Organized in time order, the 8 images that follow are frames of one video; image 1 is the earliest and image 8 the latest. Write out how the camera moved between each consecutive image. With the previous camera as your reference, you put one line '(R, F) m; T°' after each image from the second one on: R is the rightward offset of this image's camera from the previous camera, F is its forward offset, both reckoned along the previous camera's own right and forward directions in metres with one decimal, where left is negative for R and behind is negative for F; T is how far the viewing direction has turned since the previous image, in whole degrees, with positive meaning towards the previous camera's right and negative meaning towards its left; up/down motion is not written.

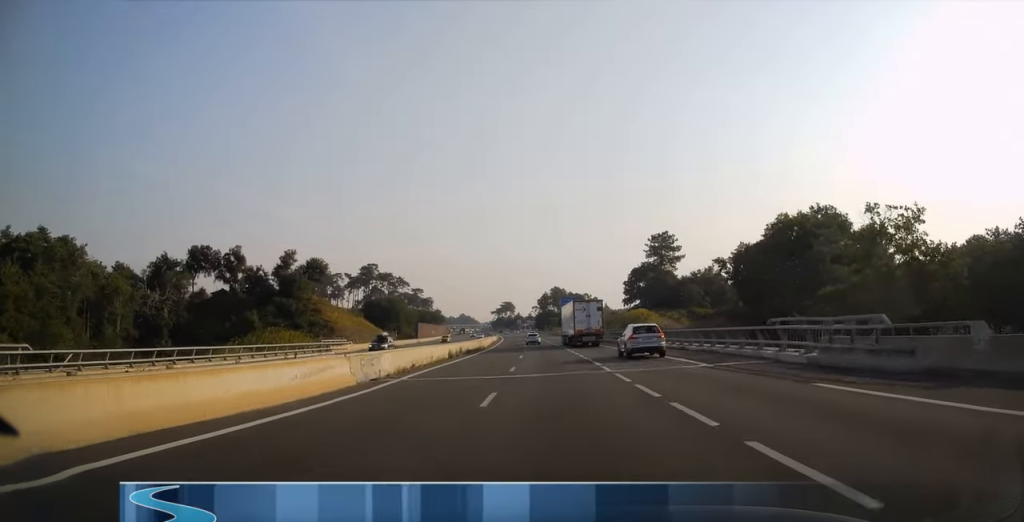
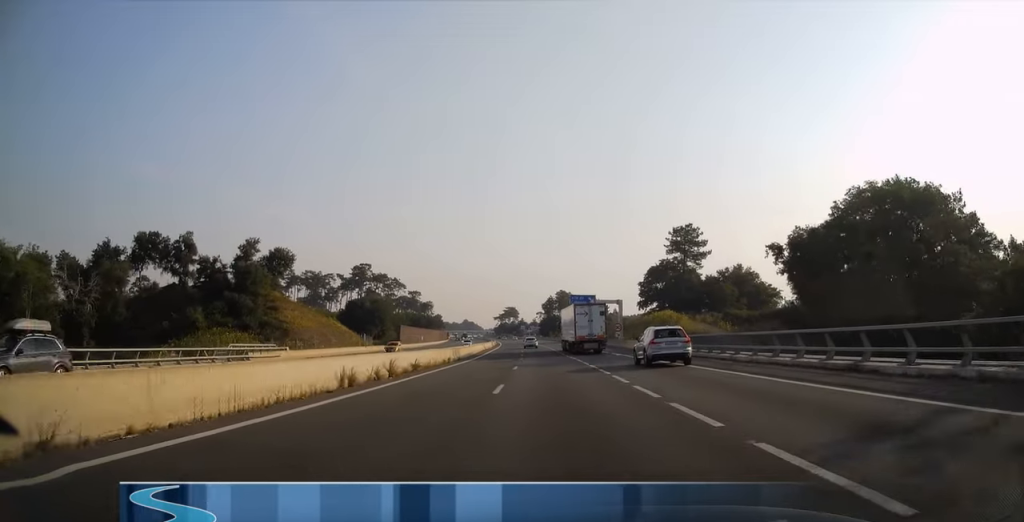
(0.0, +21.5) m; 0°
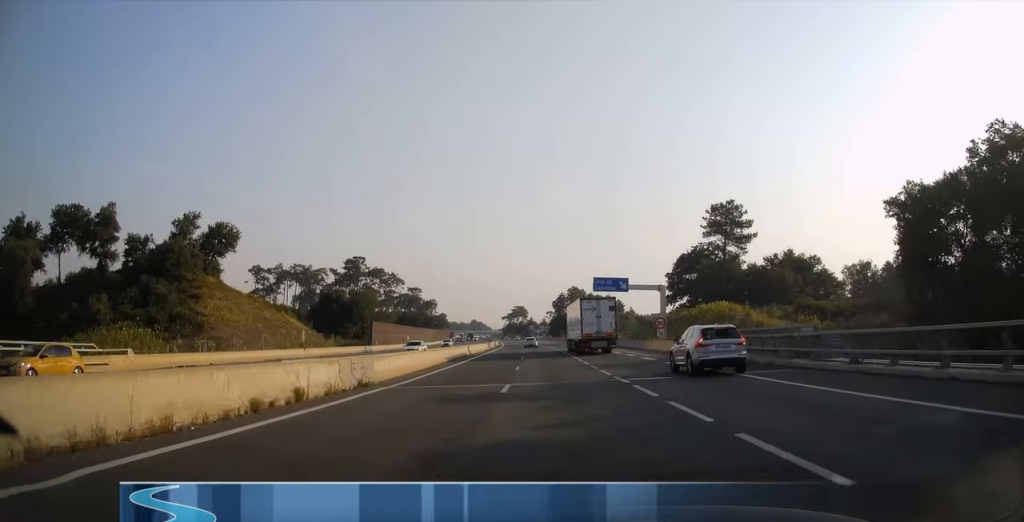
(0.0, +25.7) m; 0°
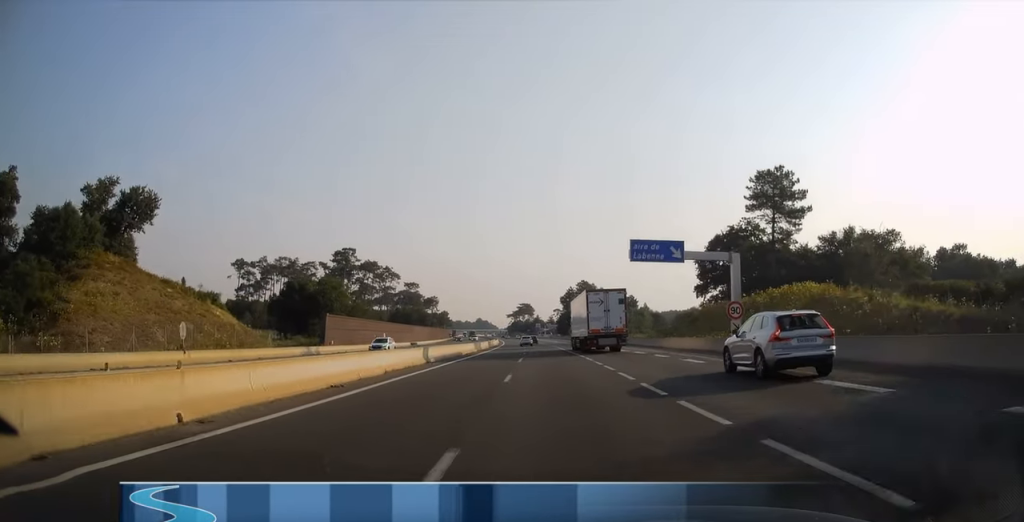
(0.0, +23.1) m; 0°
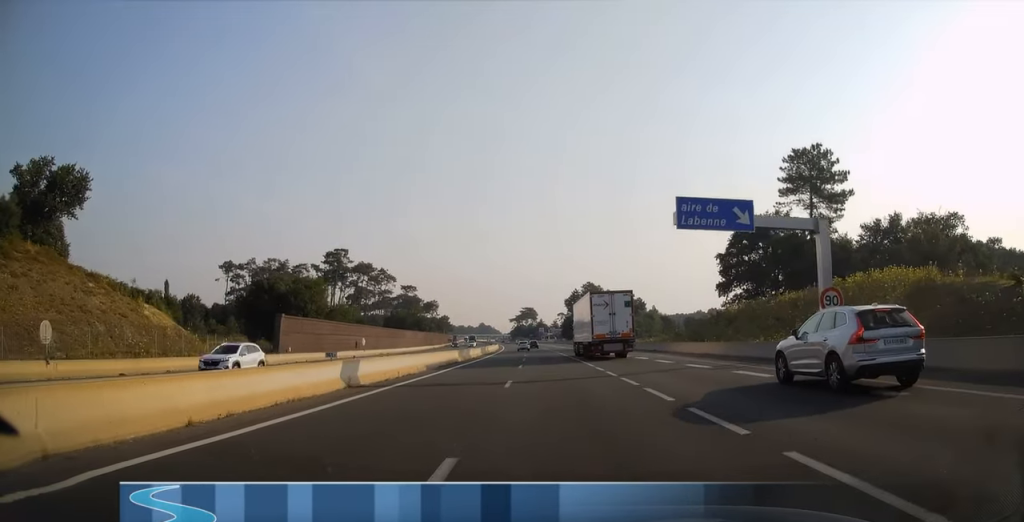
(0.0, +13.7) m; 0°
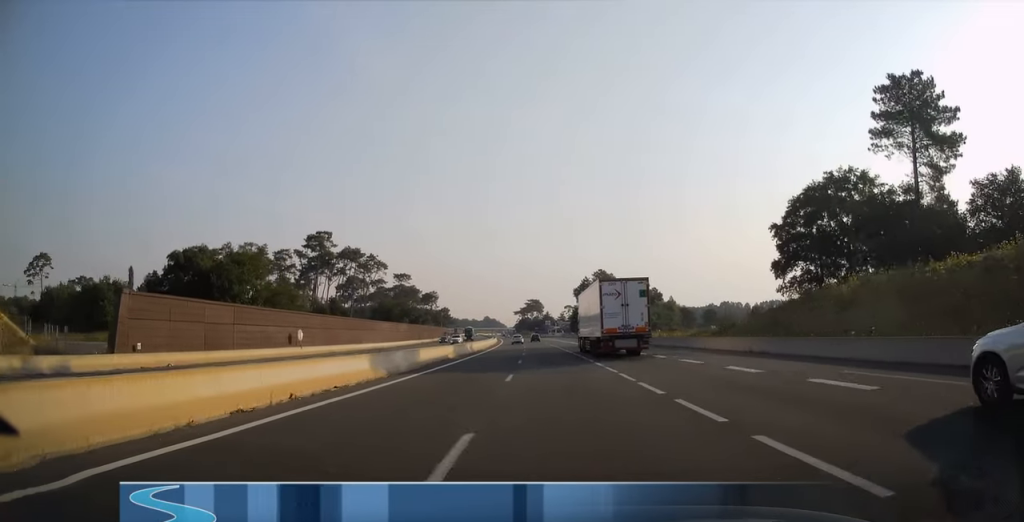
(0.0, +25.2) m; -1°
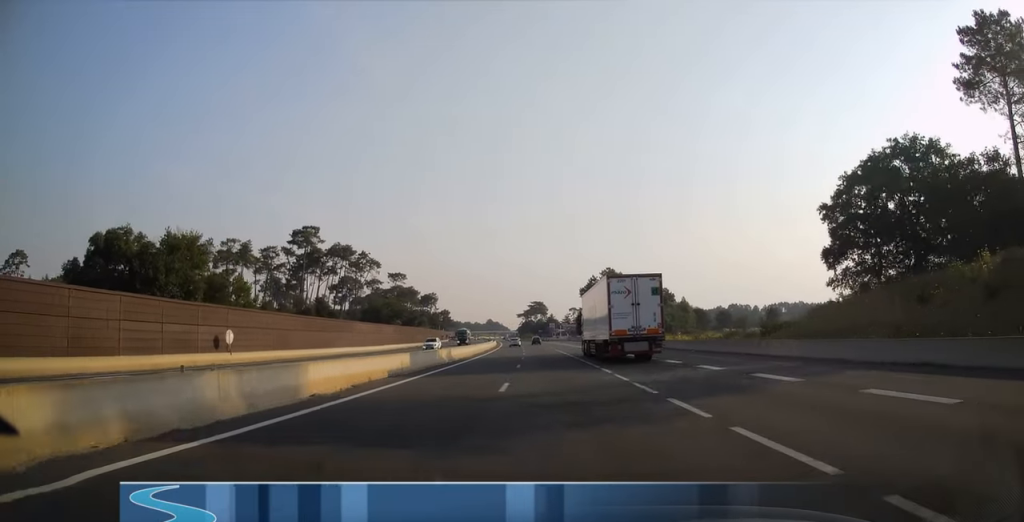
(+0.2, +15.8) m; -1°
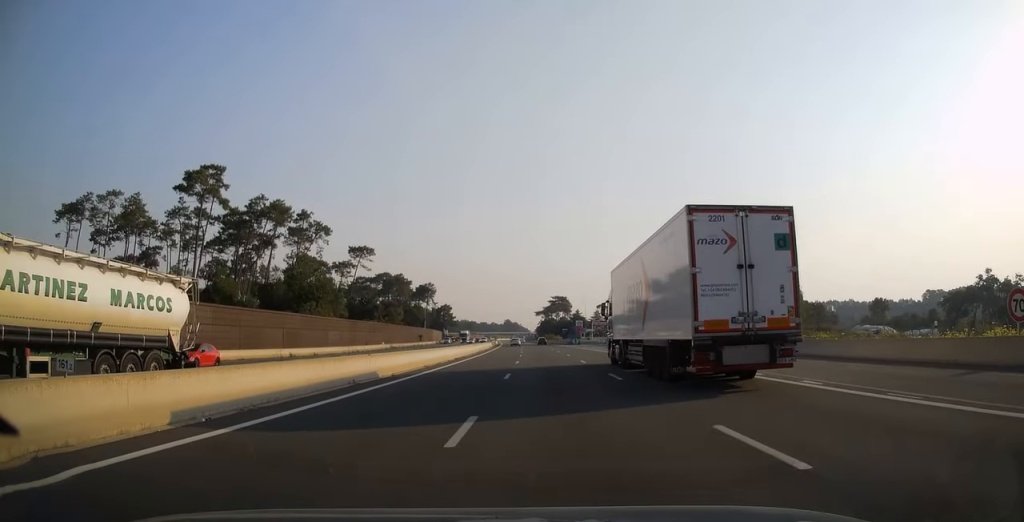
(-2.6, +72.8) m; -3°
